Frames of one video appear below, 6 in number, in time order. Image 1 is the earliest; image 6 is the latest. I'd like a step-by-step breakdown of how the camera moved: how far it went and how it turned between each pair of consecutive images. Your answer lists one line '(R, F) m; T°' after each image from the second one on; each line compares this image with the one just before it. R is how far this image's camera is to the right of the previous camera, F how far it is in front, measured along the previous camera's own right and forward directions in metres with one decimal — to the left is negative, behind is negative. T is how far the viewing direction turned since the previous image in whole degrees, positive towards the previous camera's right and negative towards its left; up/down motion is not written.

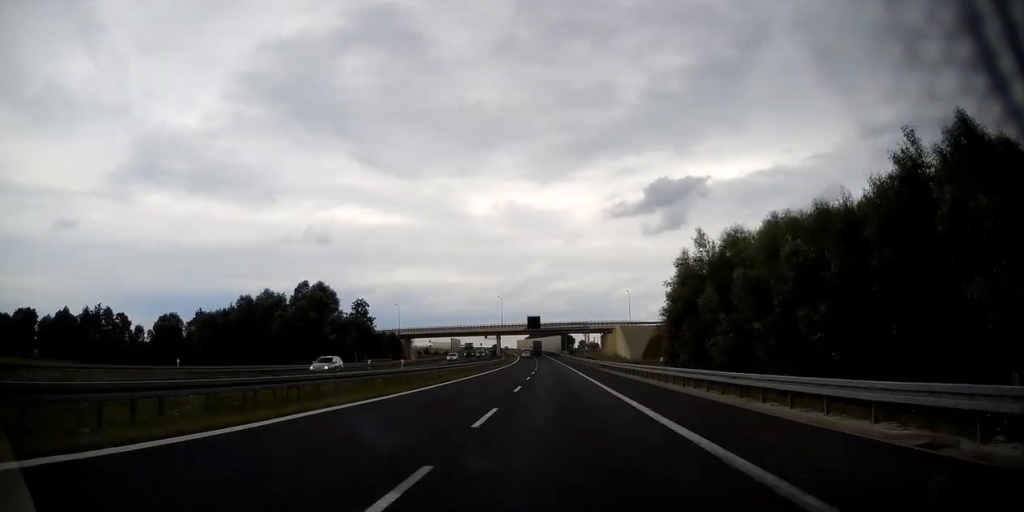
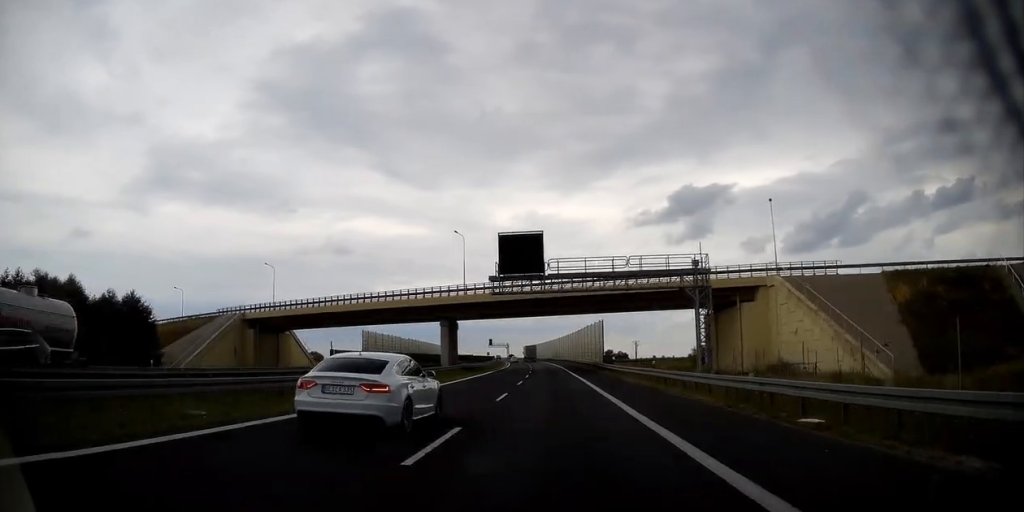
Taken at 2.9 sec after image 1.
(-1.0, +100.4) m; -2°
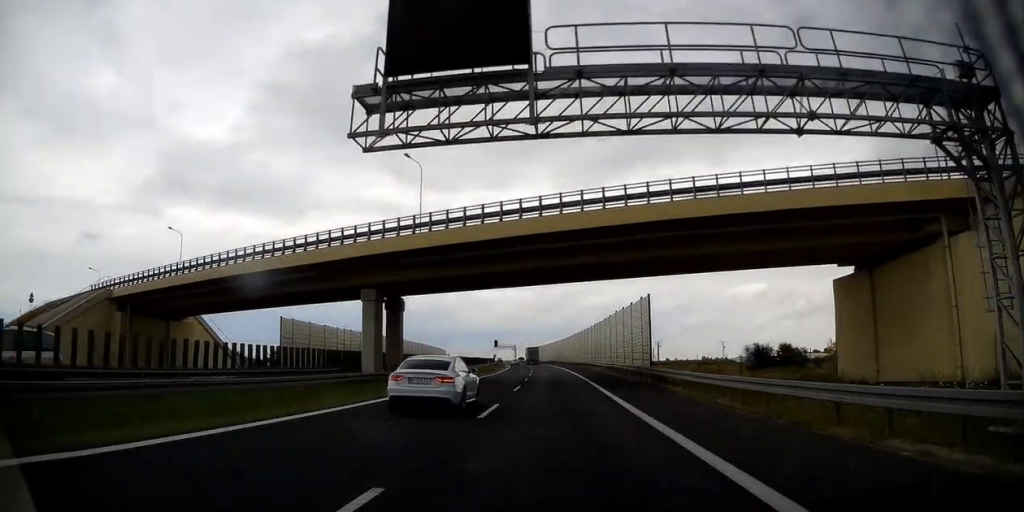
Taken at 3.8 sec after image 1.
(-0.1, +29.7) m; 0°
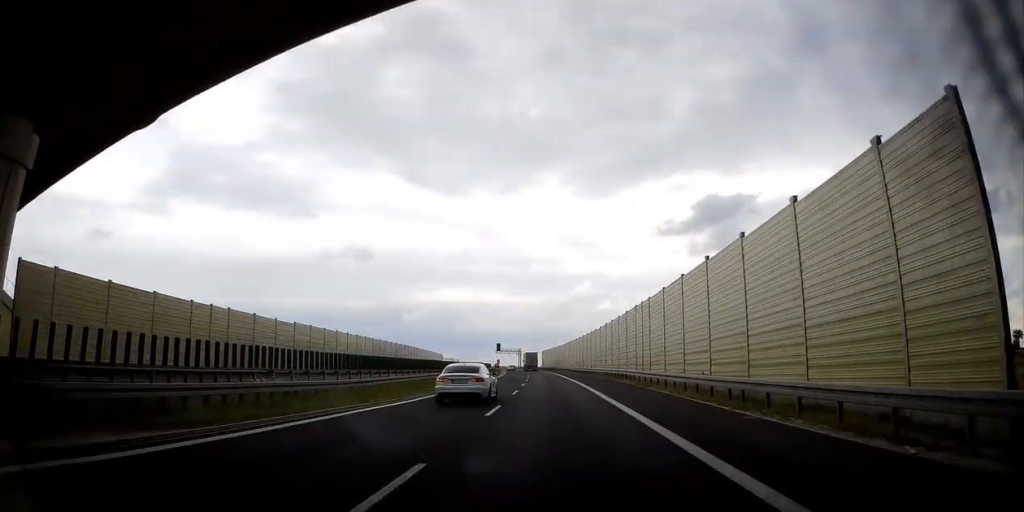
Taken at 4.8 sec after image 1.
(-0.2, +34.1) m; -1°
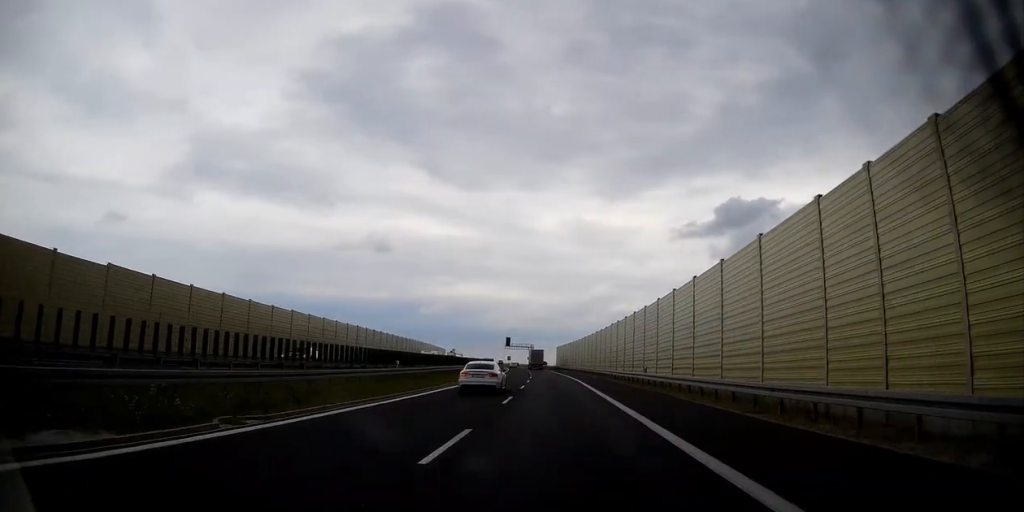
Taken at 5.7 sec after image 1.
(-0.5, +31.7) m; -2°
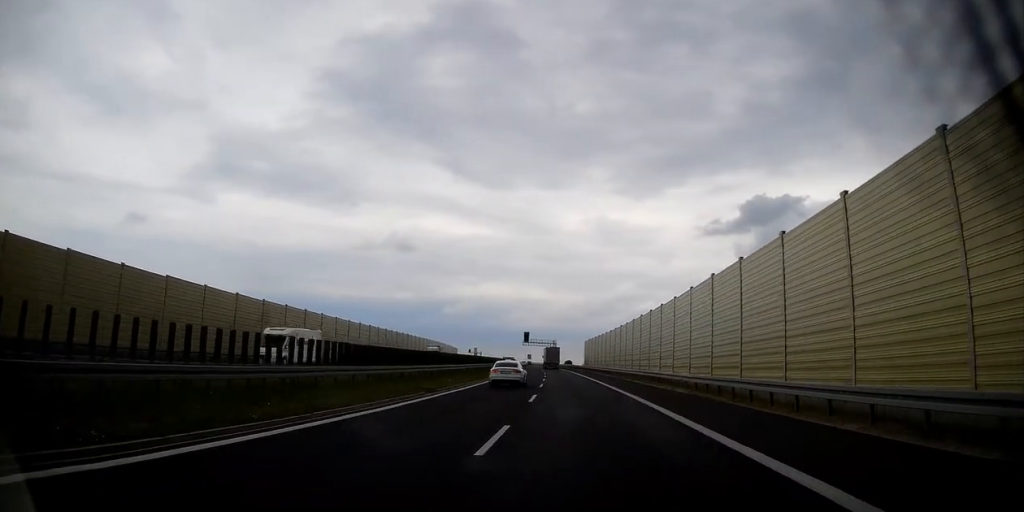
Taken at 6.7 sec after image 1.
(-0.8, +35.1) m; -1°
